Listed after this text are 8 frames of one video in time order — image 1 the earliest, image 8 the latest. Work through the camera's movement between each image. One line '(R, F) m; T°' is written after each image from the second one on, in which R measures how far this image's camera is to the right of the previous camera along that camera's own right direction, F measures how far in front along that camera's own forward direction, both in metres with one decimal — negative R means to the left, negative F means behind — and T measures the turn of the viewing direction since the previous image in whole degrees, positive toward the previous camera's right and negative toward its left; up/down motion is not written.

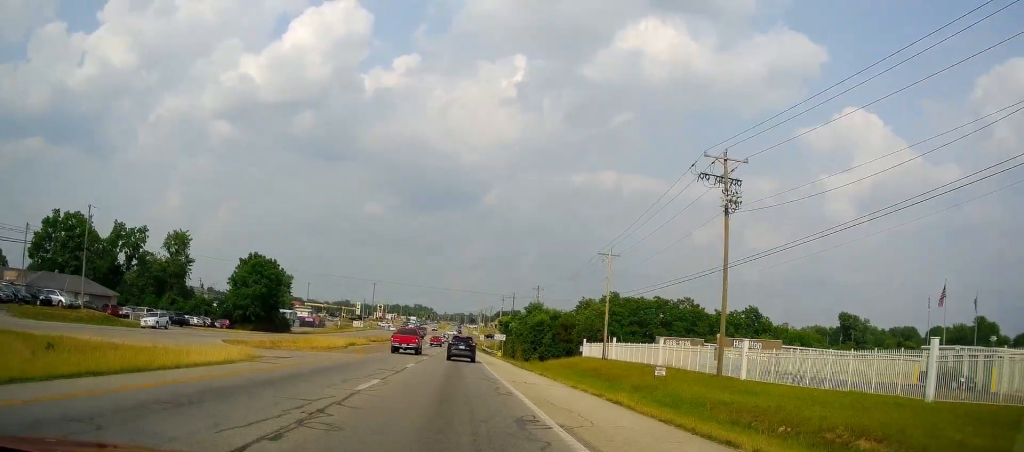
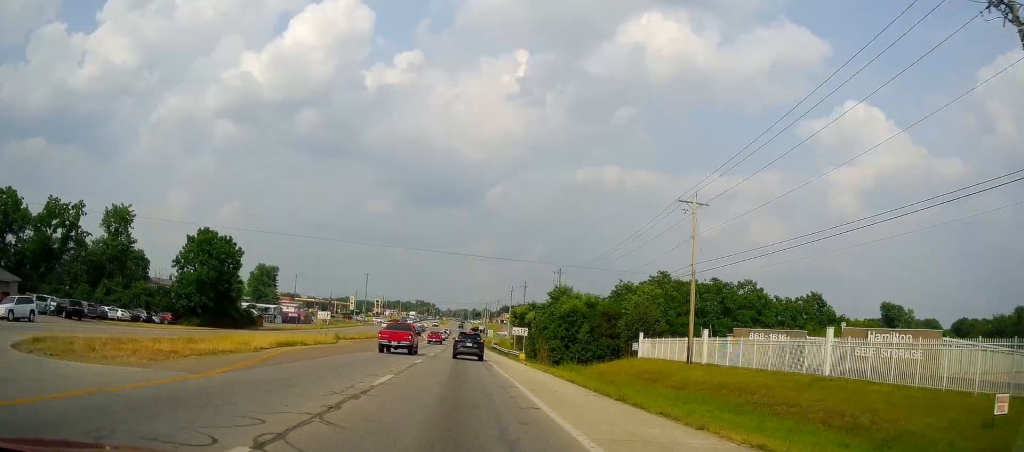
(-0.1, +22.5) m; 0°
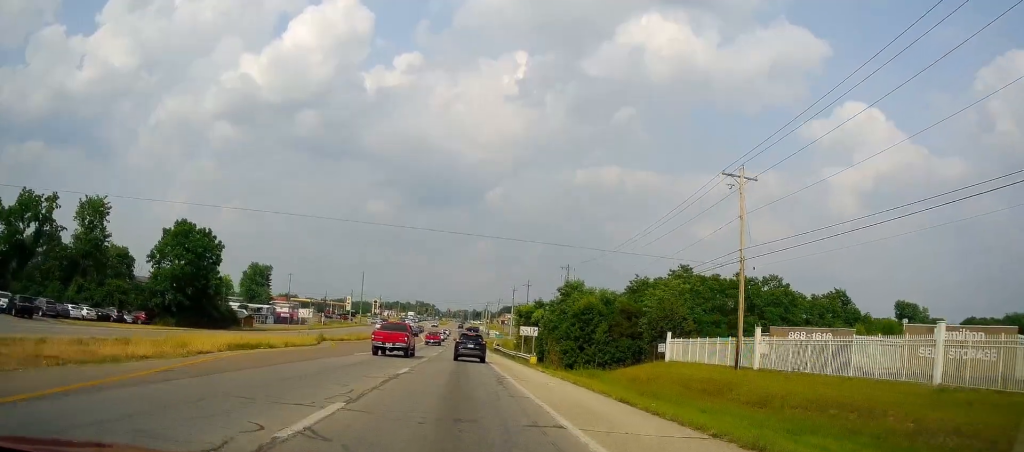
(0.0, +7.2) m; -1°
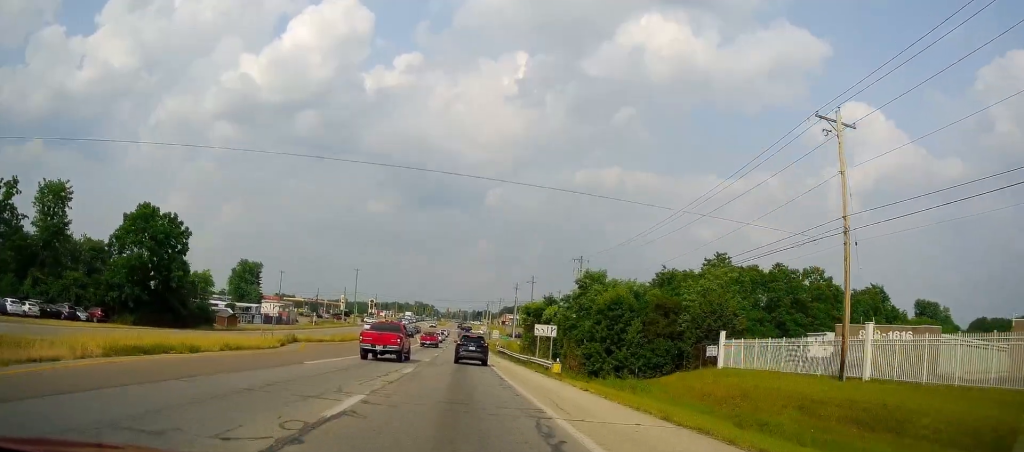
(+0.2, +10.0) m; -1°
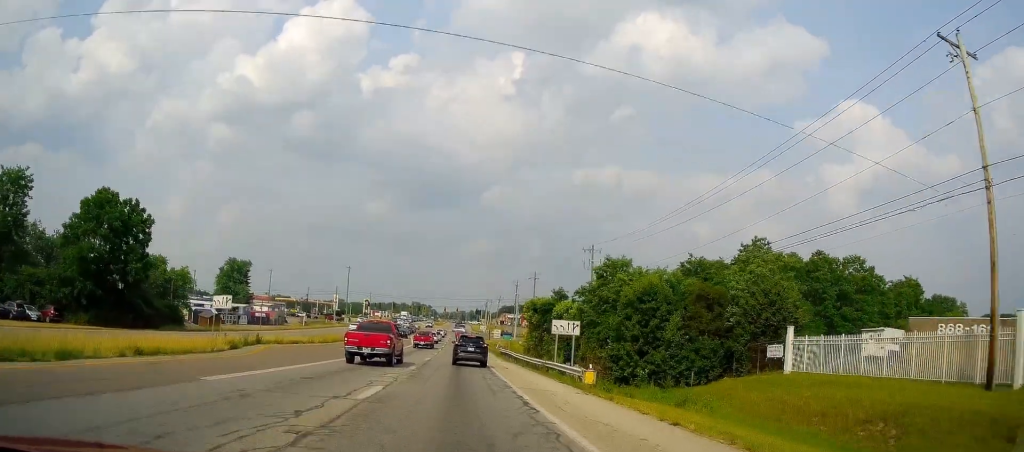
(-0.2, +8.3) m; 0°
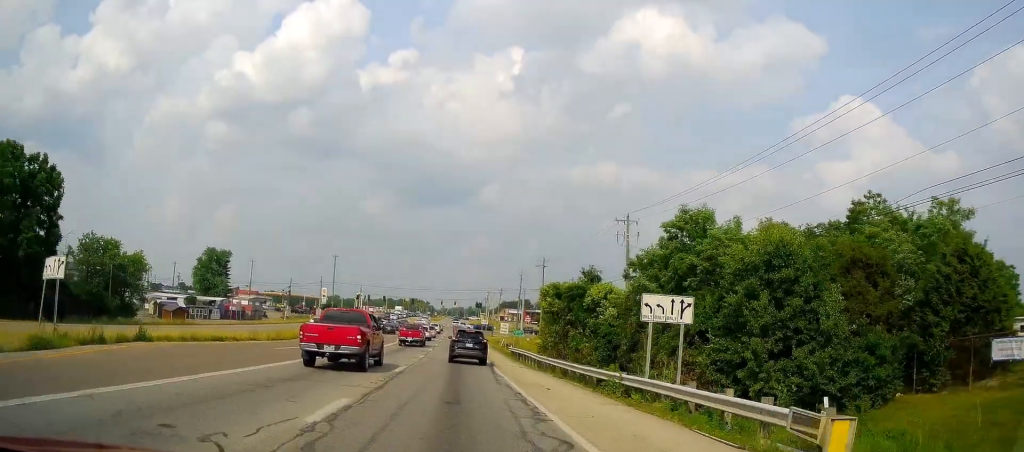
(-0.2, +15.8) m; +1°
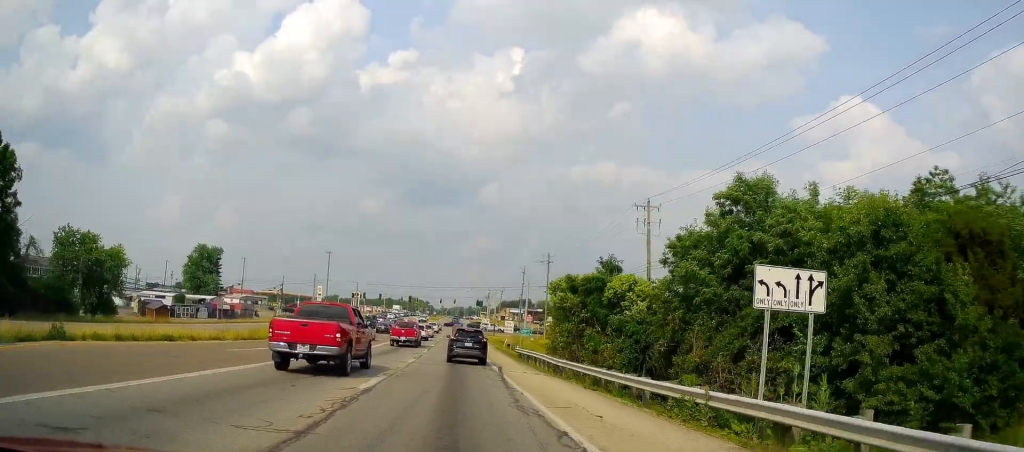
(+0.3, +6.5) m; +1°
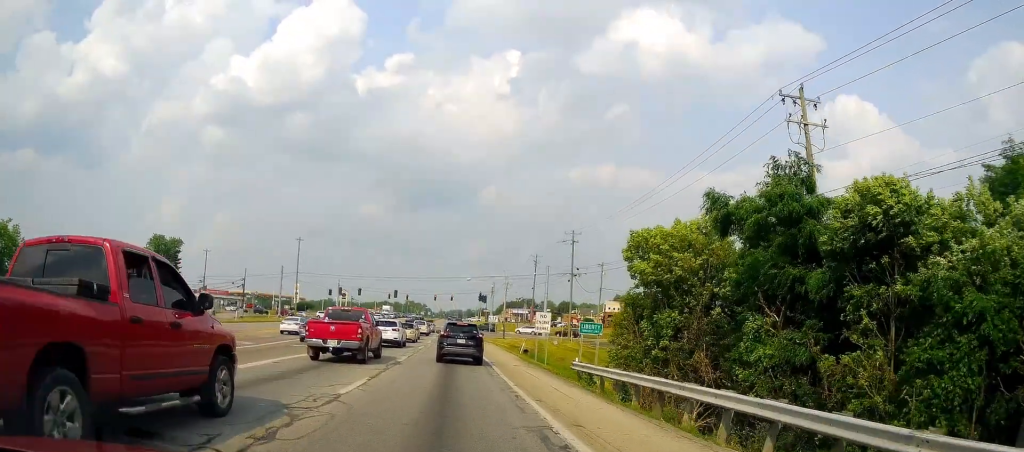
(-1.0, +25.0) m; 0°
